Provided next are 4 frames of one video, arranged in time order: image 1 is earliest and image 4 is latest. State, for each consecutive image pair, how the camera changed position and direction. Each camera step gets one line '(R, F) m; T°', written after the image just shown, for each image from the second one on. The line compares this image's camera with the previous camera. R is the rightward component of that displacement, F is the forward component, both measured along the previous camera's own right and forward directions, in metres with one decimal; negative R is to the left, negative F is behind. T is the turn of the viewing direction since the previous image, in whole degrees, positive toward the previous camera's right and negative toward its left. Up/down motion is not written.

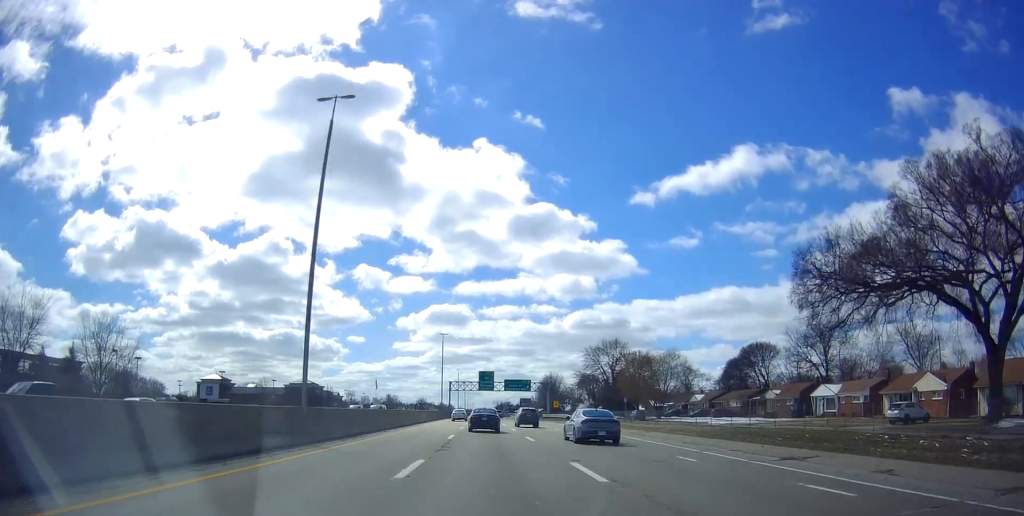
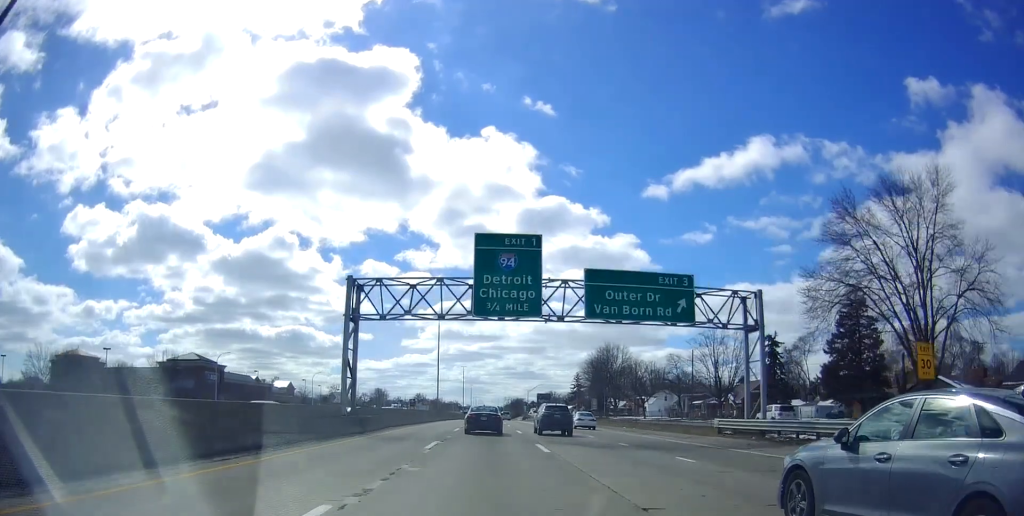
(+0.8, +98.9) m; 0°
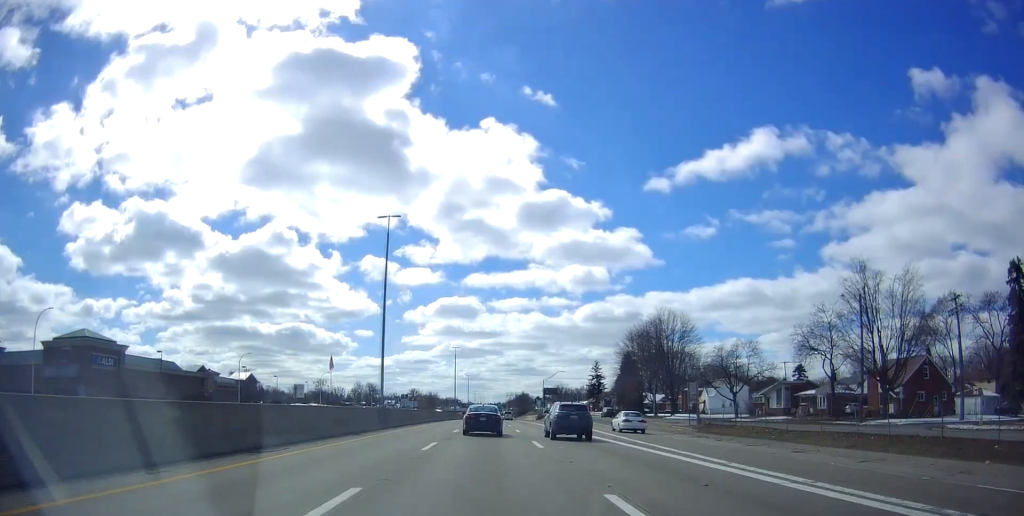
(+0.1, +43.2) m; 0°
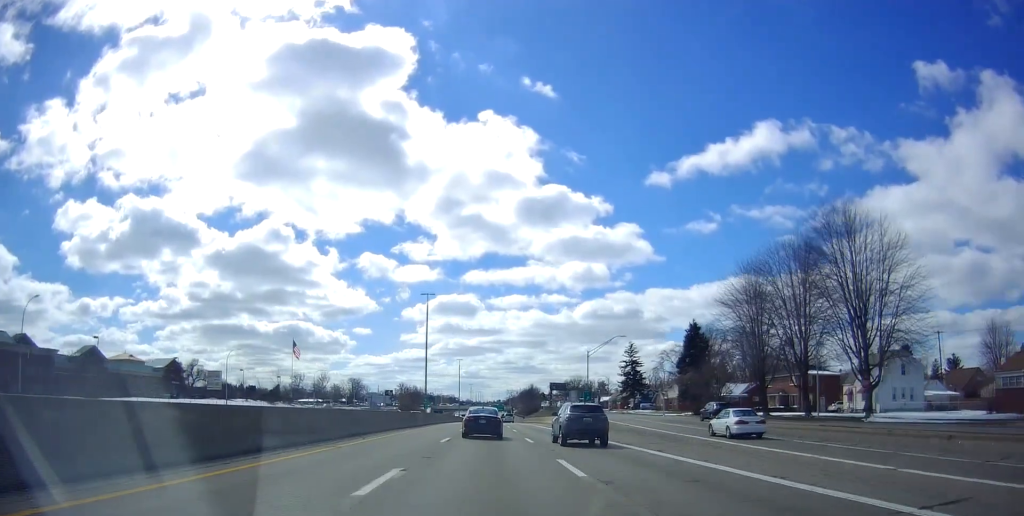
(+0.5, +53.6) m; +1°
